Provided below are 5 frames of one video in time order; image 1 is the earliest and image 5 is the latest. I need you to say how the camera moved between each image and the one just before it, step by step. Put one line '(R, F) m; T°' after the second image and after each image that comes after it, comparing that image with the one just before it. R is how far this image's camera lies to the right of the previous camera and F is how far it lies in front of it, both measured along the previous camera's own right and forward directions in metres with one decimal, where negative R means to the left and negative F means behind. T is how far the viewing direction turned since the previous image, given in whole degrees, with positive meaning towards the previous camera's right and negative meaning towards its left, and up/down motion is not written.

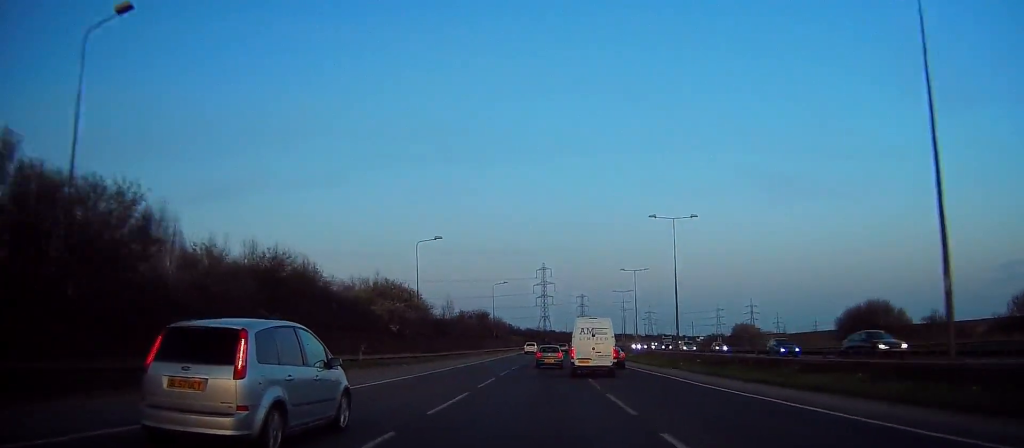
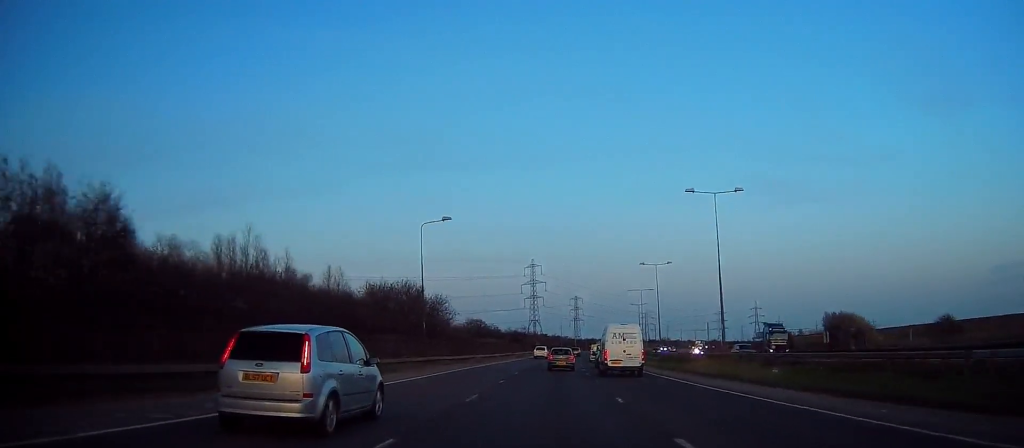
(0.0, +50.9) m; +1°
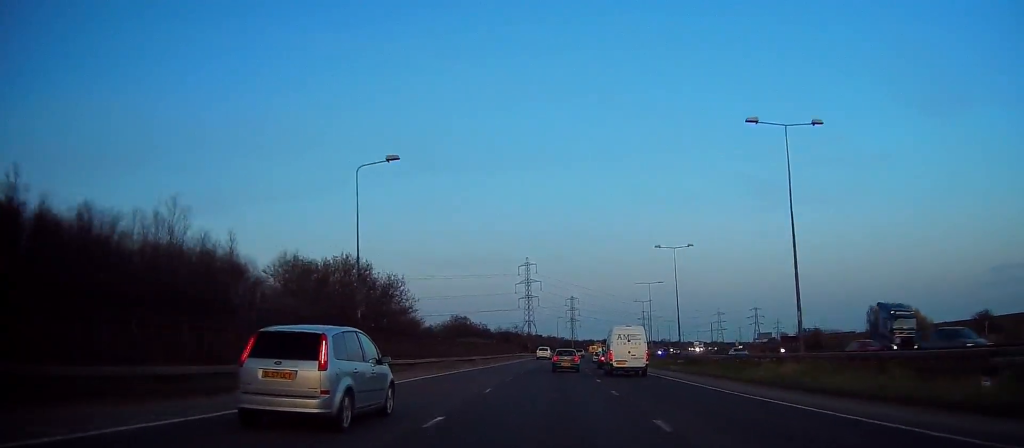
(0.0, +15.2) m; +1°
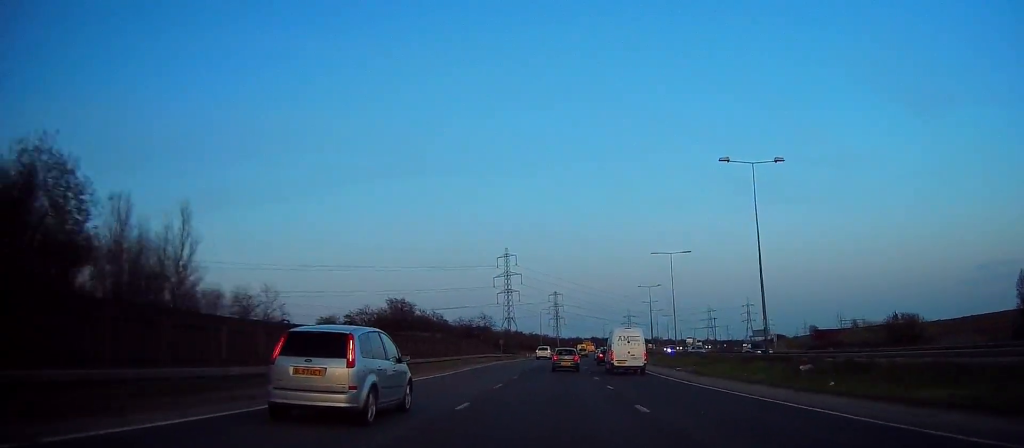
(+0.6, +32.5) m; +1°
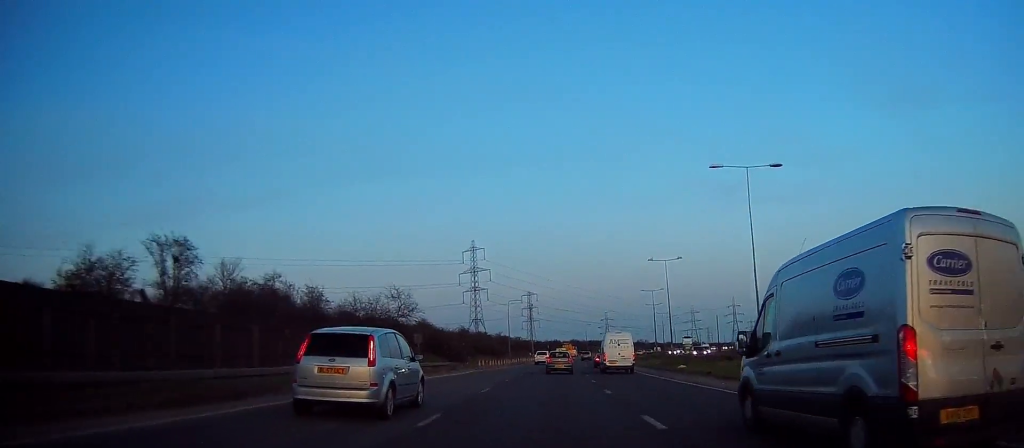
(+0.1, +38.0) m; +1°
